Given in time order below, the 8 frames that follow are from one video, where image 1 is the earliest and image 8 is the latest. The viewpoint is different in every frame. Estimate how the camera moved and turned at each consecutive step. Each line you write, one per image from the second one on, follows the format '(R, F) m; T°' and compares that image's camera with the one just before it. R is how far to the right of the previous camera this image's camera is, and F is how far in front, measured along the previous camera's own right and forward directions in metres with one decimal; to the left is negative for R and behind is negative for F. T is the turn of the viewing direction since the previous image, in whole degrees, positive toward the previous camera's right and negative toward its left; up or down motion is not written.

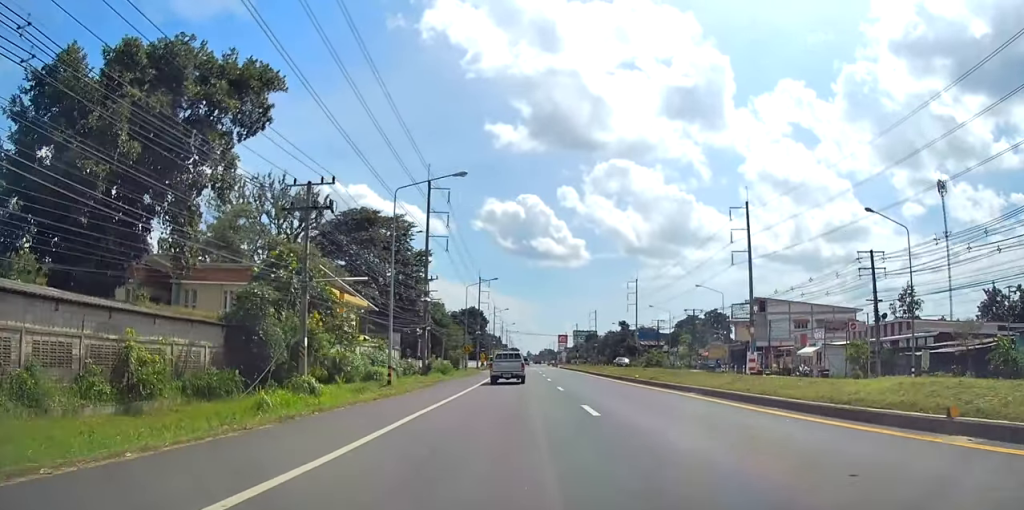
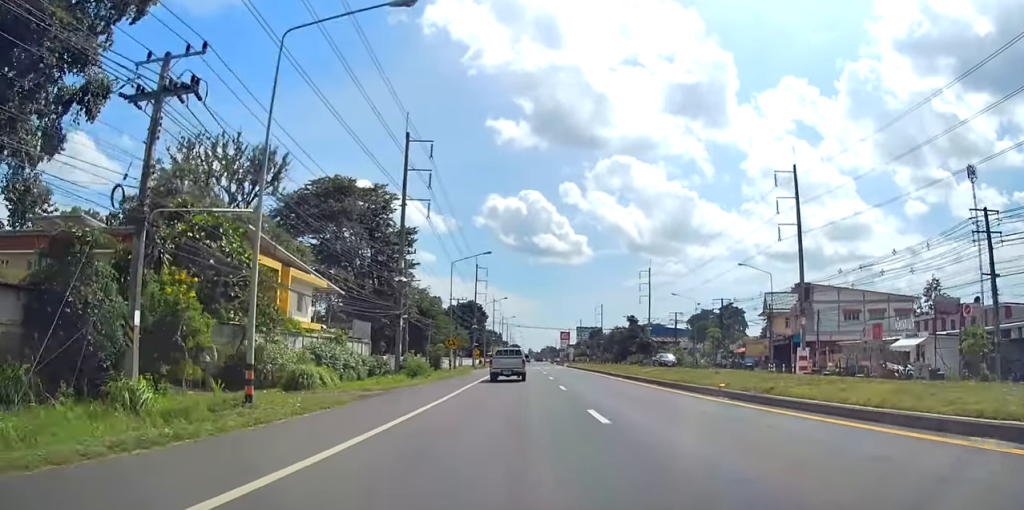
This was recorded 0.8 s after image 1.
(+0.1, +14.1) m; 0°
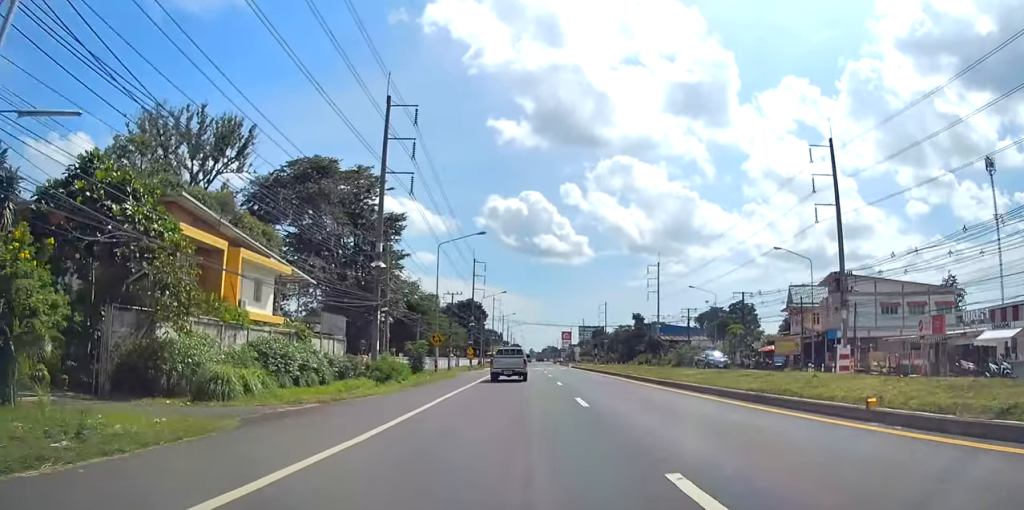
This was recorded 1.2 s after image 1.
(-0.2, +8.1) m; 0°
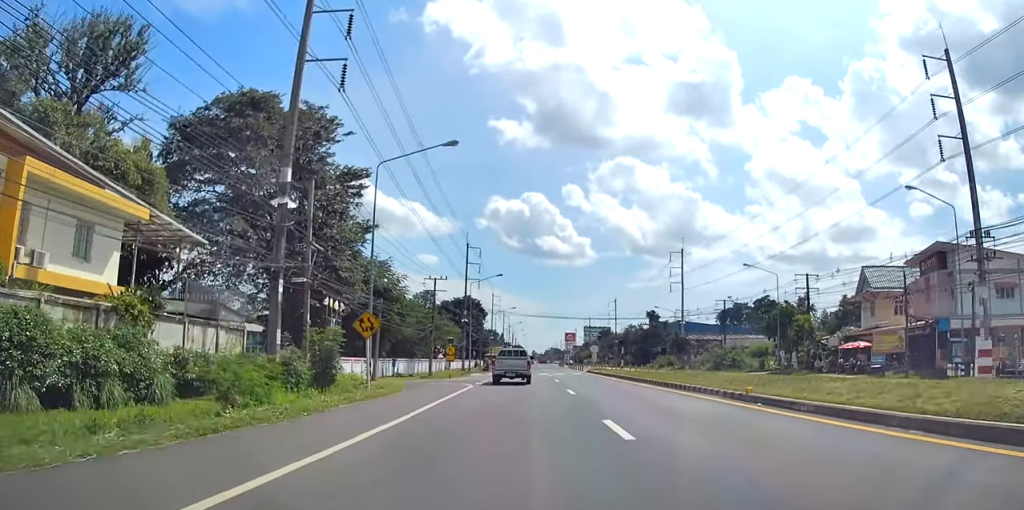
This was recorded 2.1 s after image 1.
(+0.3, +17.7) m; 0°
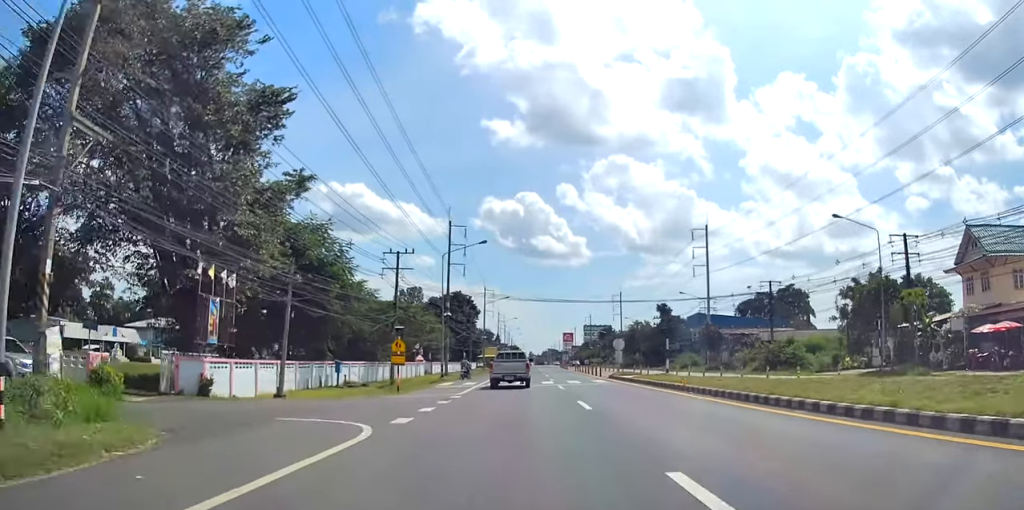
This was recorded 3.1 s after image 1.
(-0.2, +17.9) m; -1°
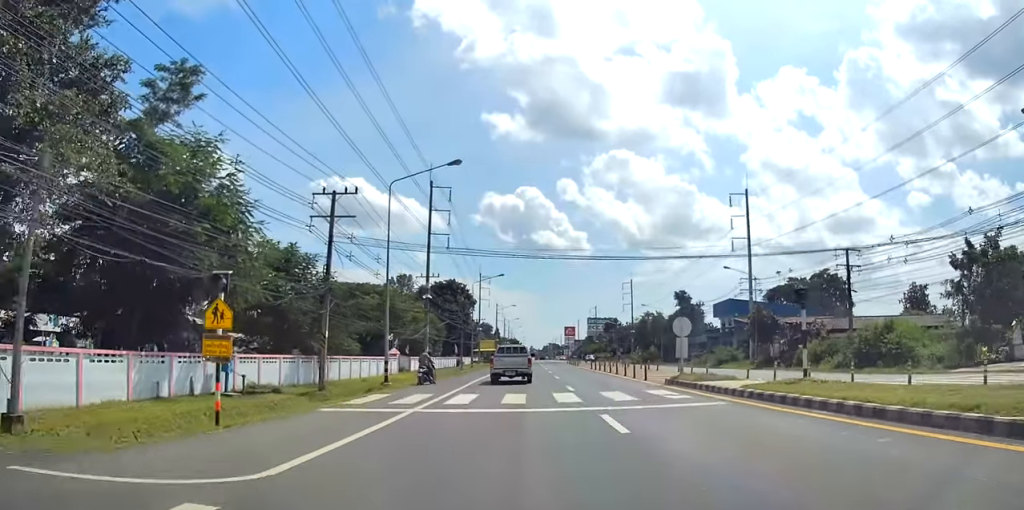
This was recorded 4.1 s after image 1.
(0.0, +17.0) m; +1°
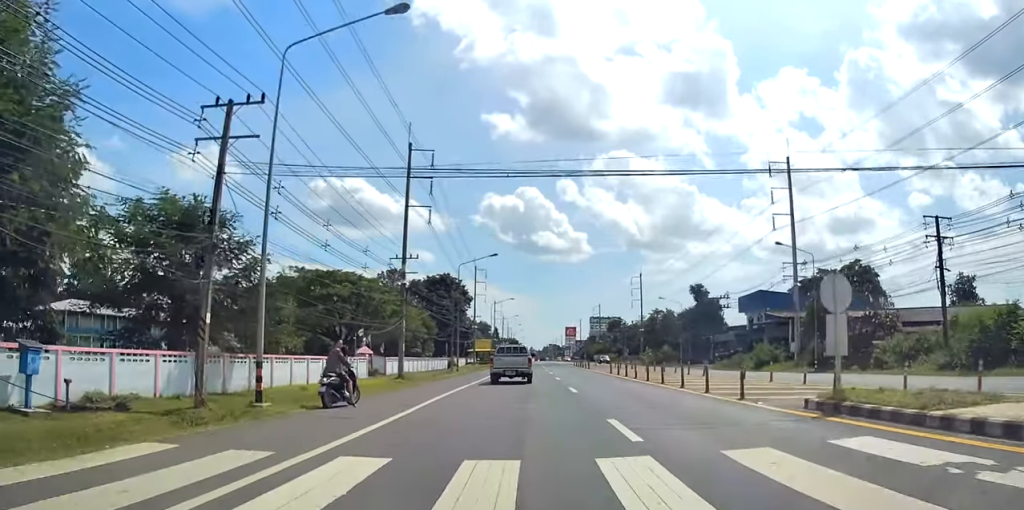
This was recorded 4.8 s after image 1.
(+0.2, +13.3) m; +1°
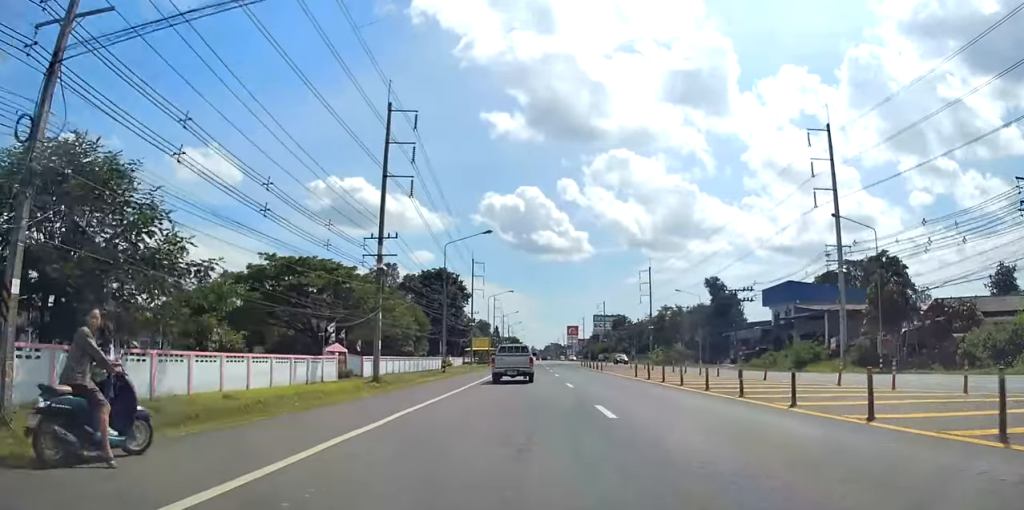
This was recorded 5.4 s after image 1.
(+0.2, +9.4) m; +1°
